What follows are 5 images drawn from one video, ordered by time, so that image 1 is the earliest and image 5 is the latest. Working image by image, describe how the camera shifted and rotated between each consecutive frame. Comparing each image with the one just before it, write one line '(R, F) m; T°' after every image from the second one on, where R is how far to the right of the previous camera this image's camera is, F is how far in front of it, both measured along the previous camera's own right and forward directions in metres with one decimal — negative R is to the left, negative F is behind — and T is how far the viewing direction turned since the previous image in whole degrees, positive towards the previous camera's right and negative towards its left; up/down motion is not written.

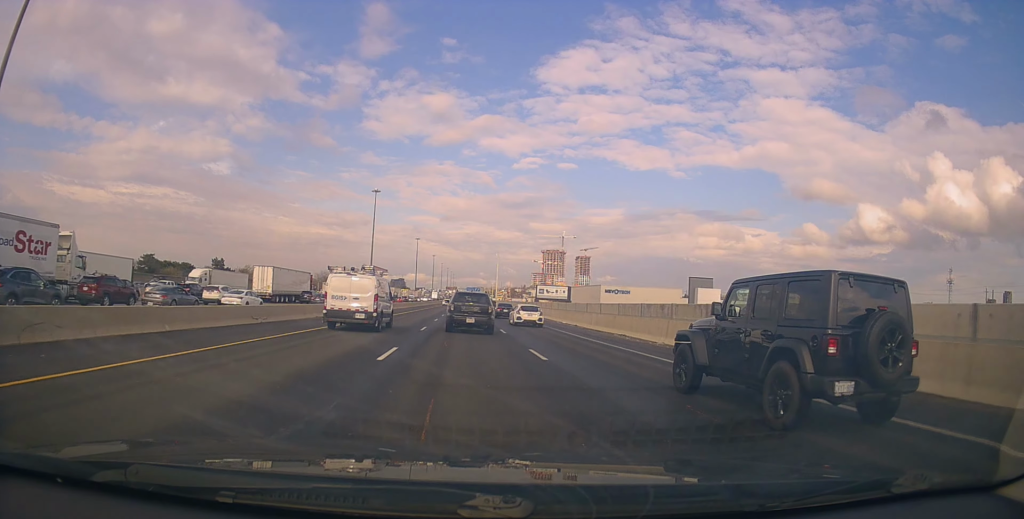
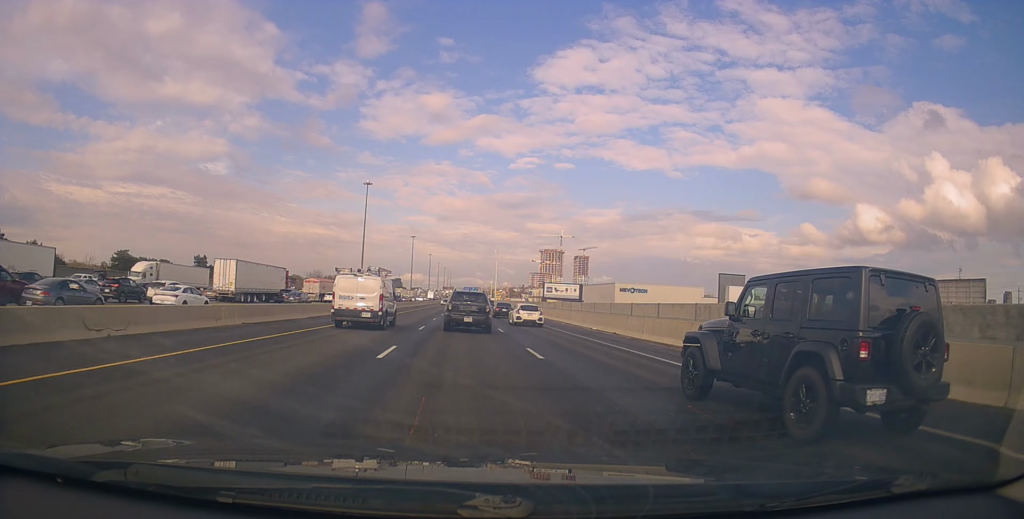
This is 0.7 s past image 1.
(0.0, +12.2) m; 0°
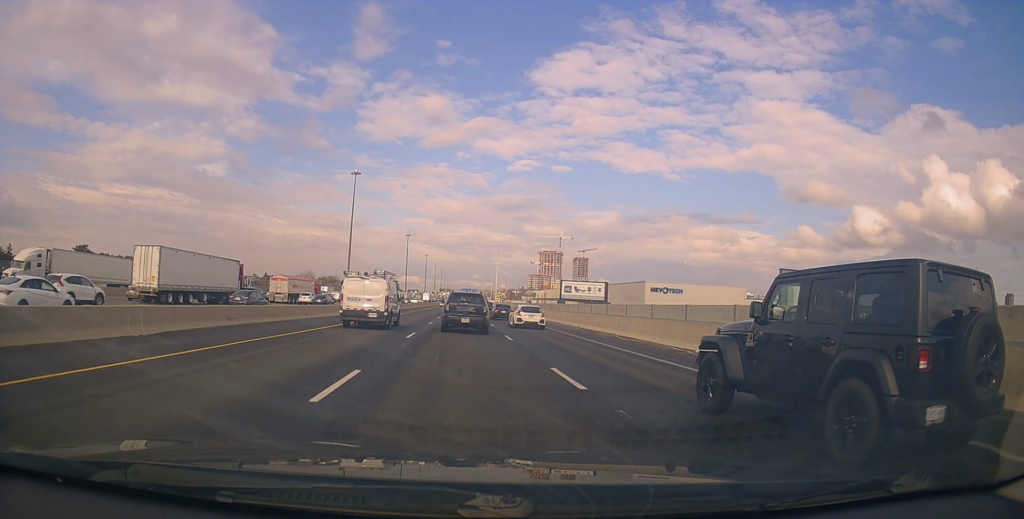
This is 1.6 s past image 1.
(+0.1, +17.4) m; +1°
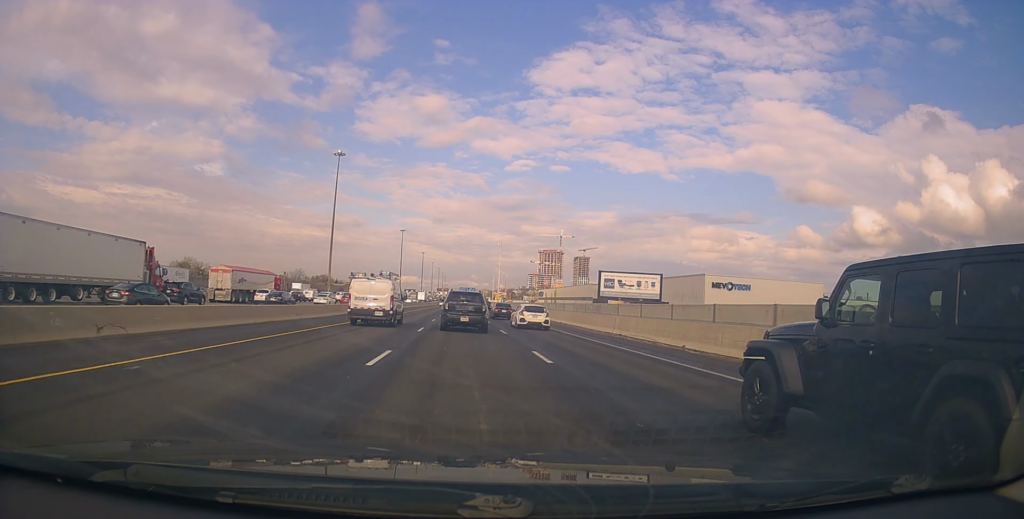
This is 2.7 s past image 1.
(+0.3, +21.0) m; +2°
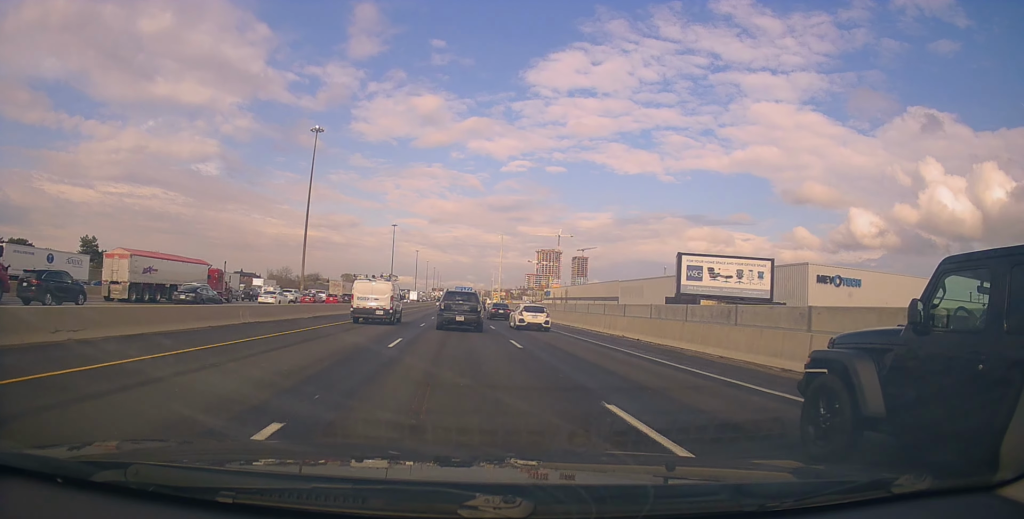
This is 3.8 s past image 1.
(+0.1, +20.7) m; -1°
